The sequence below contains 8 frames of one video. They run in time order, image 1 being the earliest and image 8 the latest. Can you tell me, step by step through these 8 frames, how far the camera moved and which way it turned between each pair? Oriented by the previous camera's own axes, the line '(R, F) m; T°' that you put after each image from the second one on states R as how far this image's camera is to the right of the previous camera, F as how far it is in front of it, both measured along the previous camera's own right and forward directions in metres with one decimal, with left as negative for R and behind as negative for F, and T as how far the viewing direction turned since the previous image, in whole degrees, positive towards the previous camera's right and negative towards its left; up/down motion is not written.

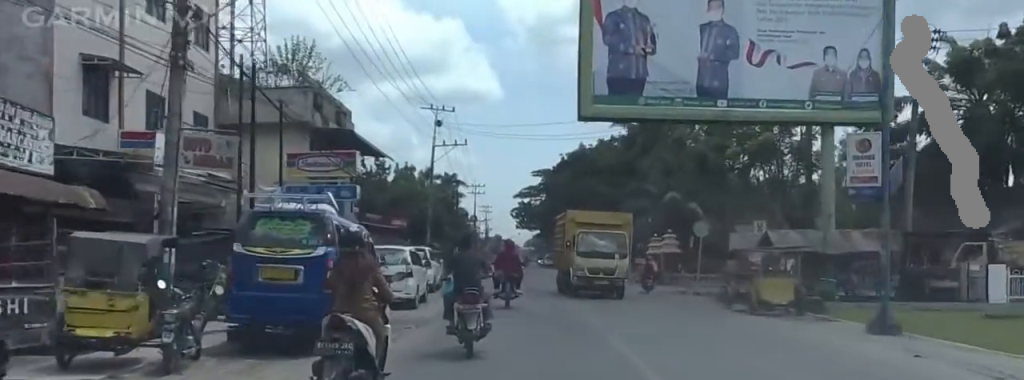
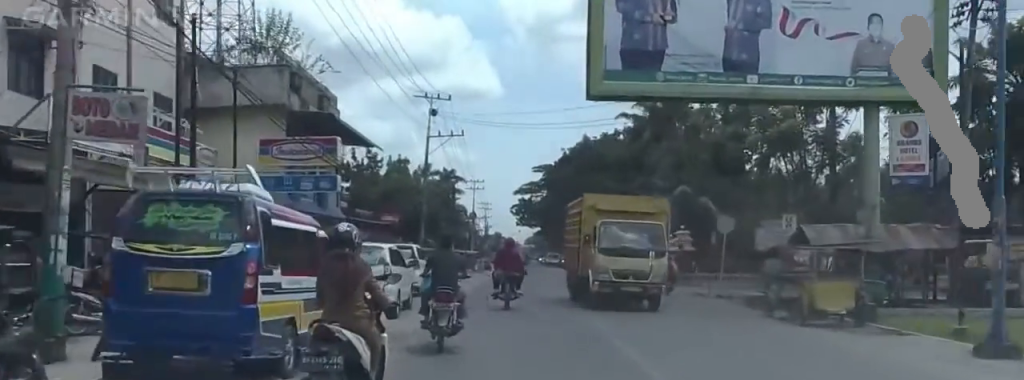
(+0.2, +4.1) m; -1°
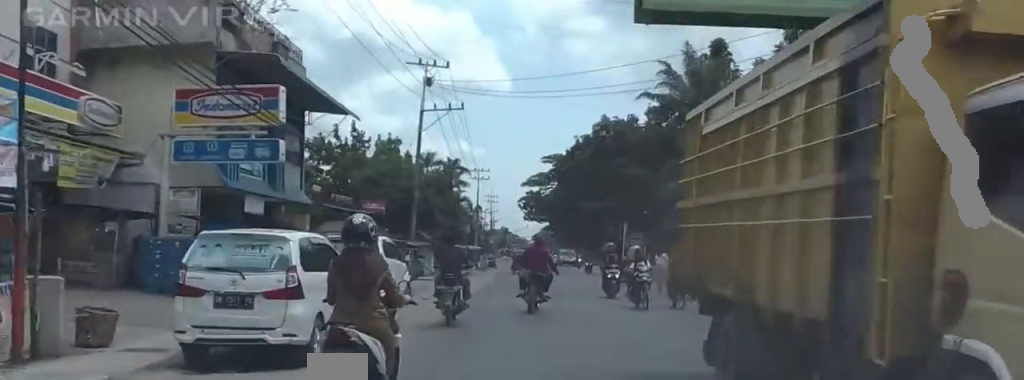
(-0.8, +11.1) m; -9°
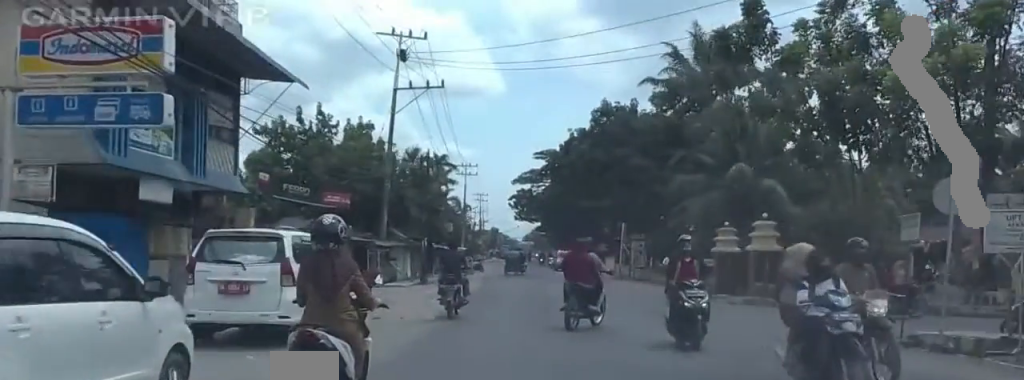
(-0.3, +9.0) m; +7°
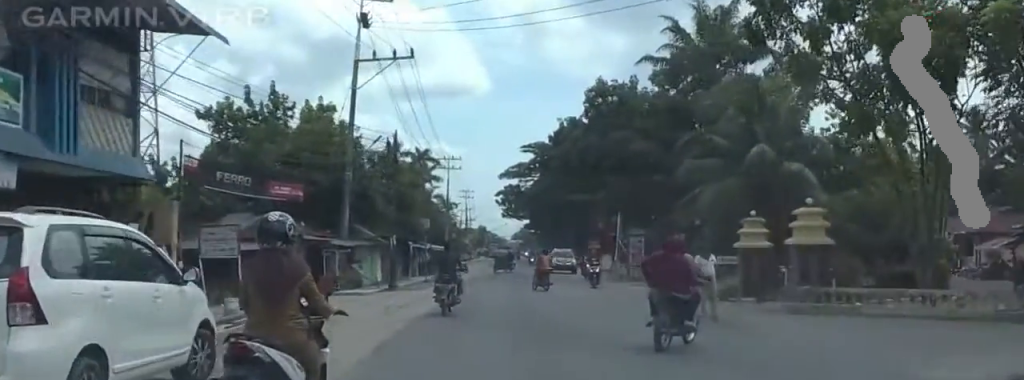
(+1.1, +7.5) m; +4°
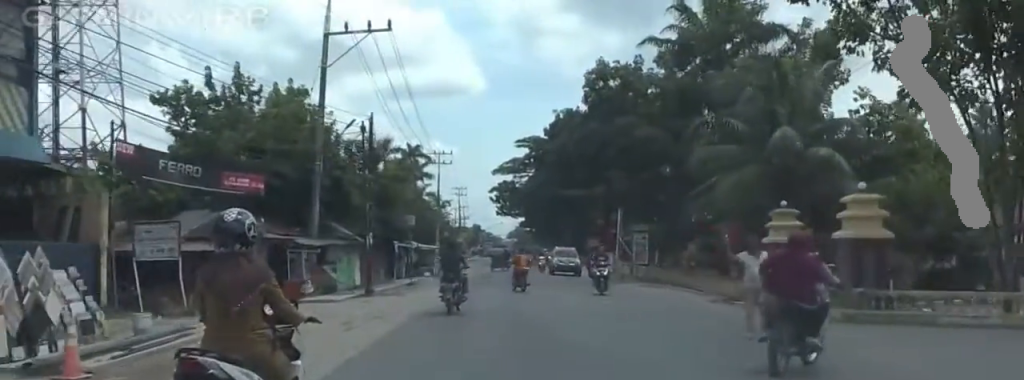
(+0.5, +4.9) m; -2°
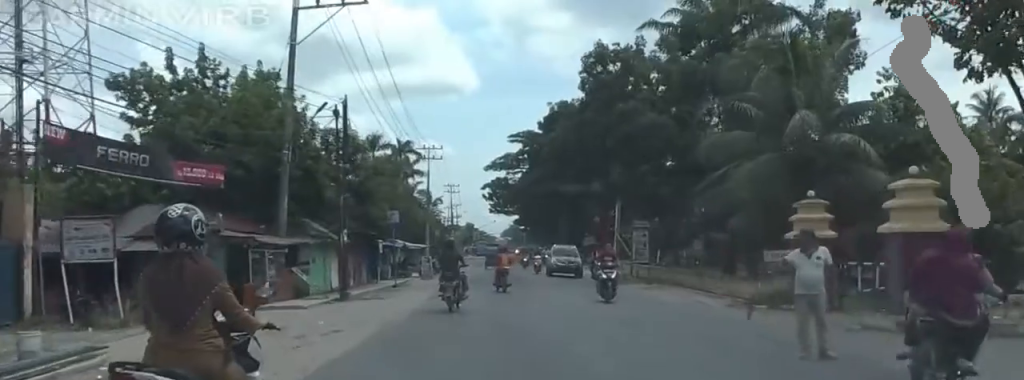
(-0.6, +3.5) m; -5°
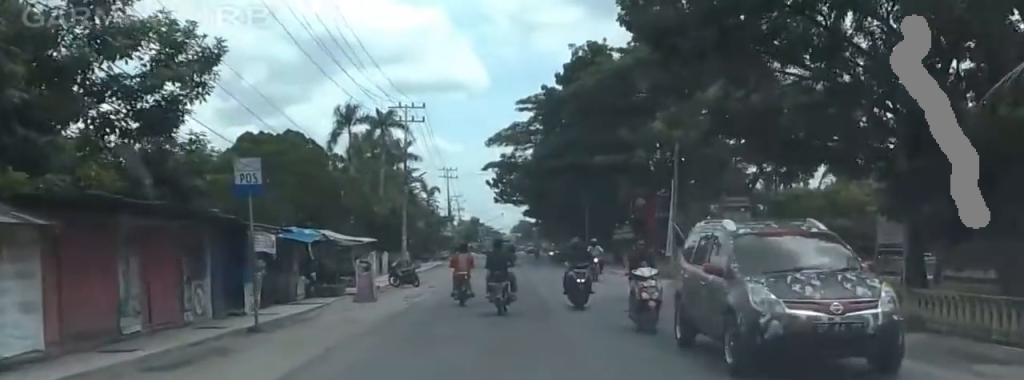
(+1.7, +23.2) m; +5°
